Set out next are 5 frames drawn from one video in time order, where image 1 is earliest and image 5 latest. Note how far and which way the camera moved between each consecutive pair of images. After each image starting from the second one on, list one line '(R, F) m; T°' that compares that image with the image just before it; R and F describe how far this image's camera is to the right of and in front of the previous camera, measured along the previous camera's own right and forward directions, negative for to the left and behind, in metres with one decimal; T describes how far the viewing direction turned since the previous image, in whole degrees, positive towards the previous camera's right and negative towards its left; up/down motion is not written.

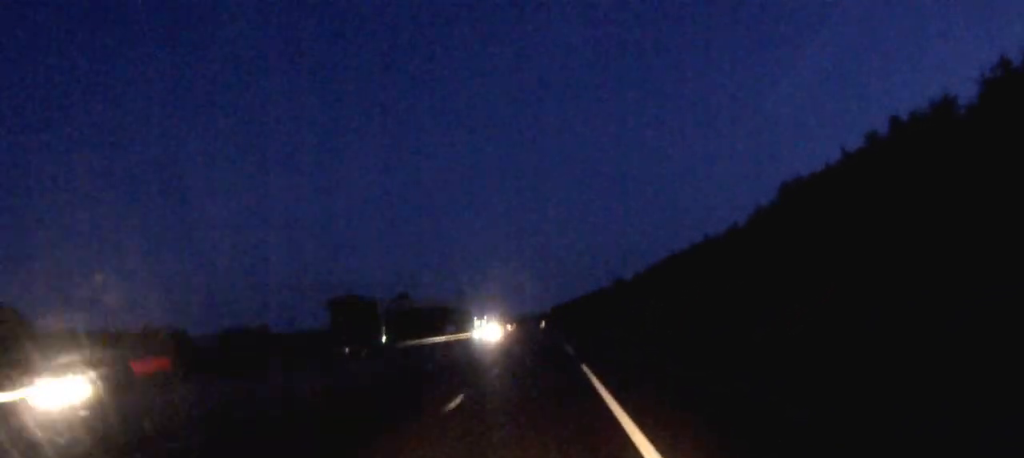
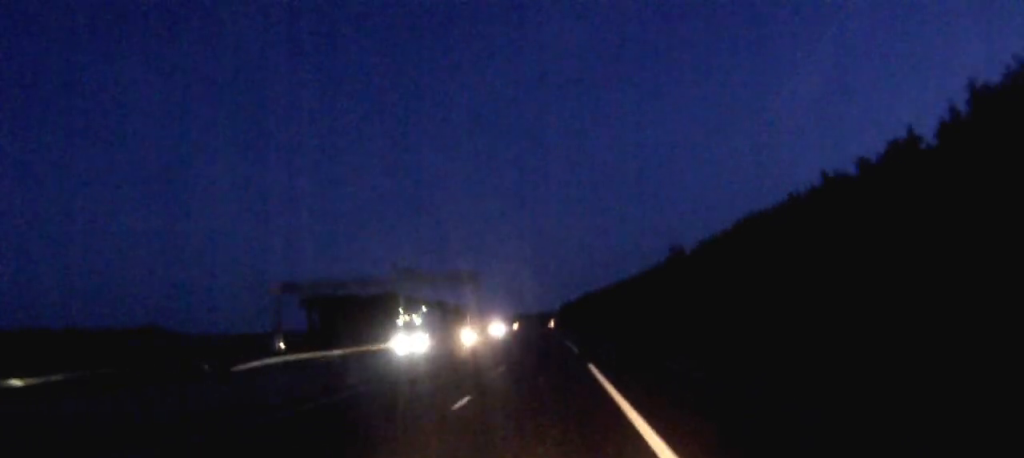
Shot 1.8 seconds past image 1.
(-0.4, +51.9) m; -1°
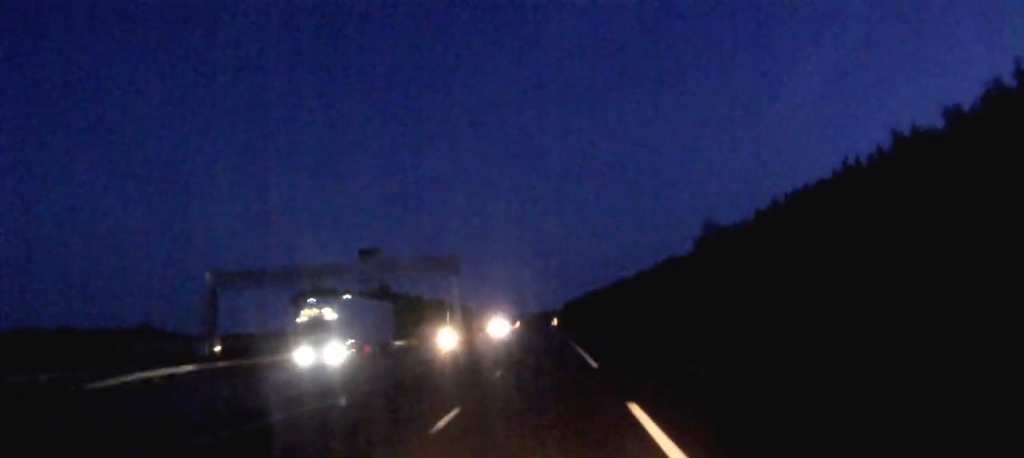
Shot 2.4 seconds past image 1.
(0.0, +16.1) m; 0°
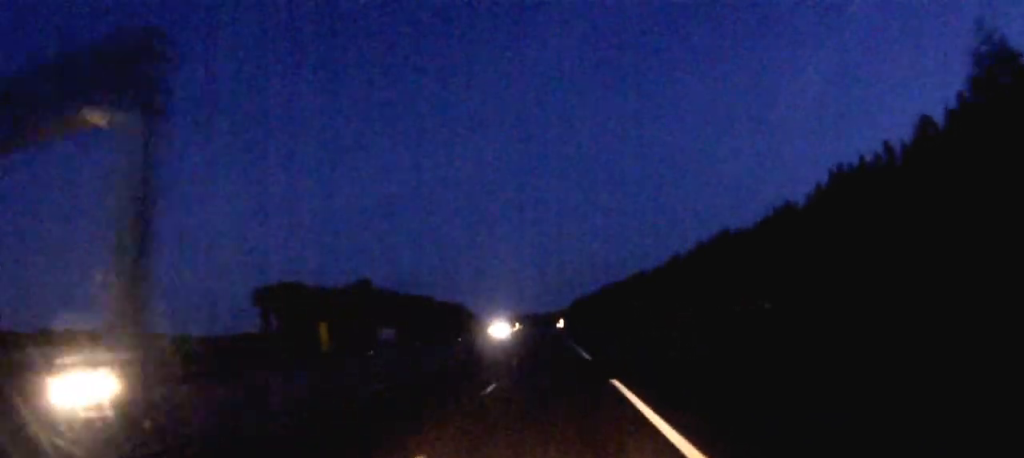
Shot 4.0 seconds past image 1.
(-0.2, +44.5) m; -1°
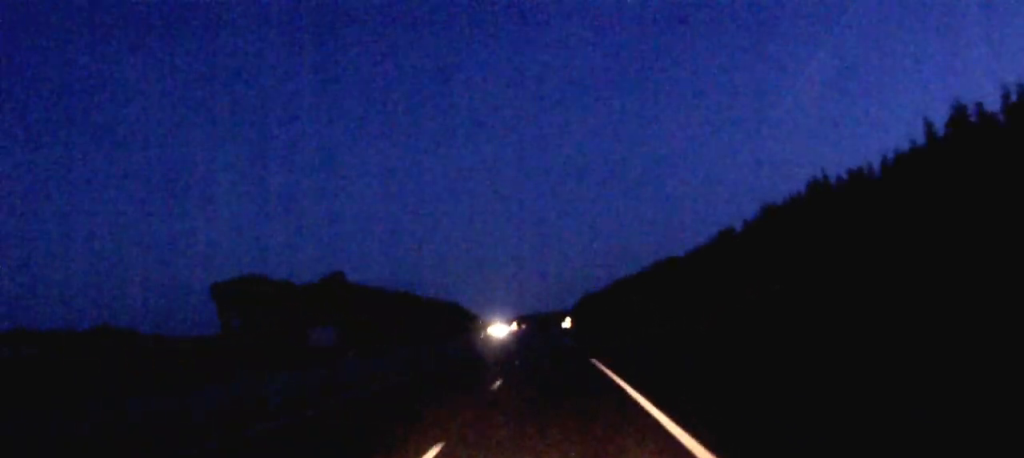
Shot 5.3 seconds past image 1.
(-0.1, +37.6) m; 0°
